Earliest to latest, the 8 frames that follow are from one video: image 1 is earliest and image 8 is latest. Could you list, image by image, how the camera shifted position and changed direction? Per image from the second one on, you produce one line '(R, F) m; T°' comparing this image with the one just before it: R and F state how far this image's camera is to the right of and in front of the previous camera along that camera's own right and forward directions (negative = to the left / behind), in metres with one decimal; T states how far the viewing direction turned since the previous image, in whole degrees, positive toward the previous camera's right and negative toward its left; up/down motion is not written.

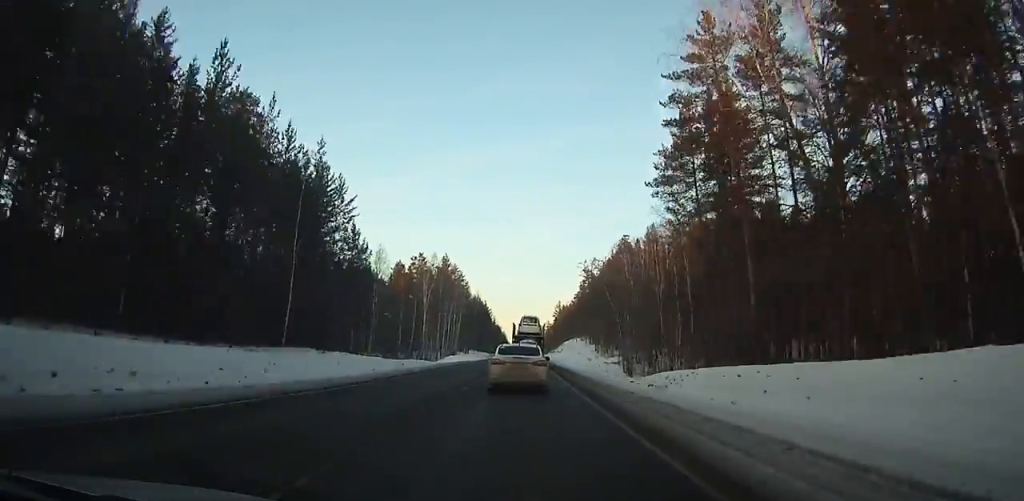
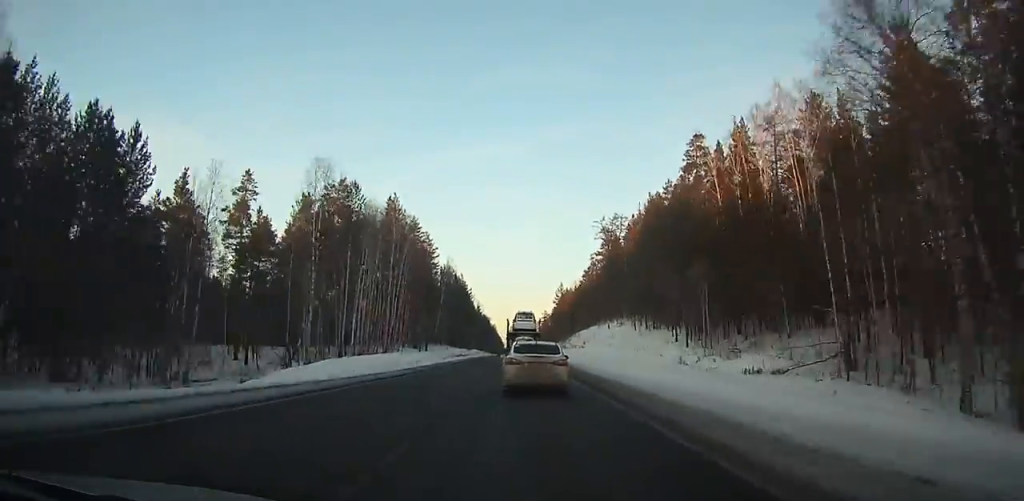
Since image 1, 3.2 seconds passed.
(0.0, +56.7) m; 0°
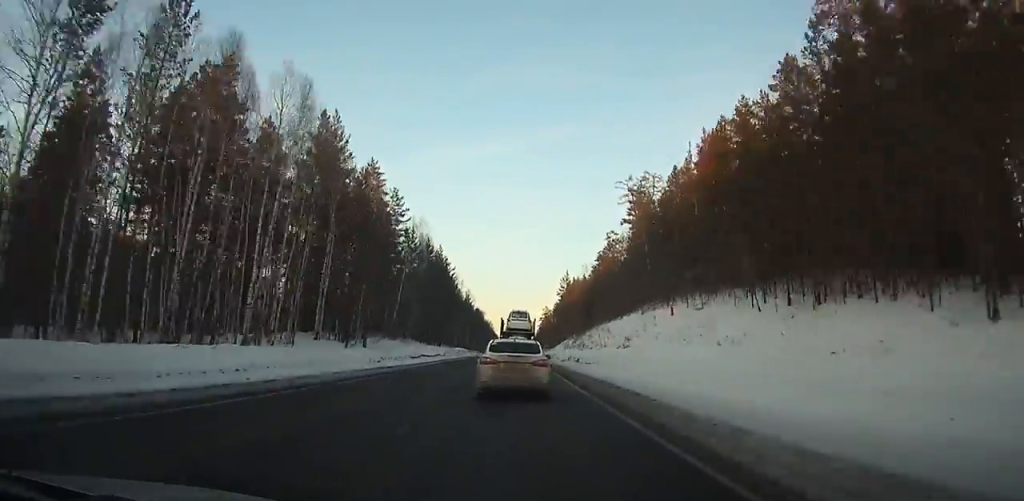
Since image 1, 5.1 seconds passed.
(0.0, +34.2) m; 0°
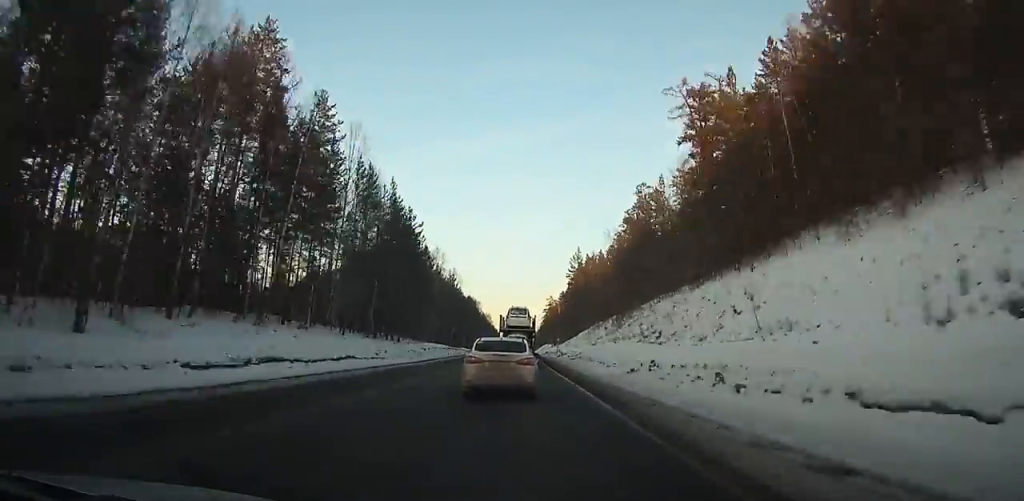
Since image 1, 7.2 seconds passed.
(0.0, +37.9) m; 0°
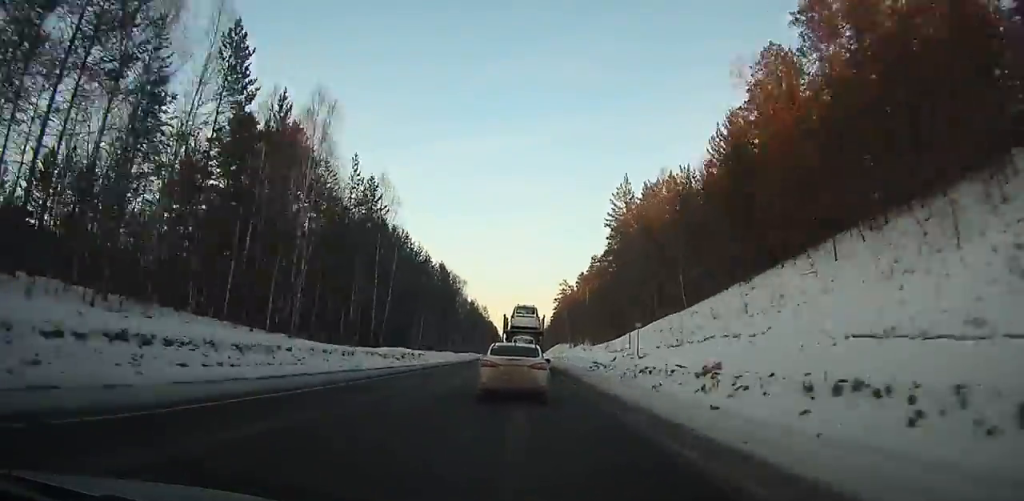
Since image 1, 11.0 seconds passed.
(+0.1, +68.5) m; +1°
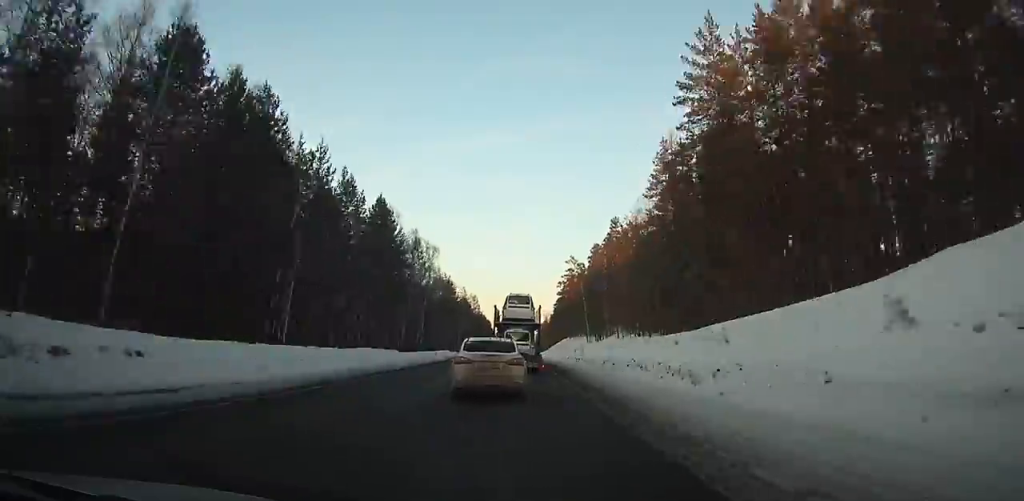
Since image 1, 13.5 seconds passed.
(+0.8, +44.5) m; +2°
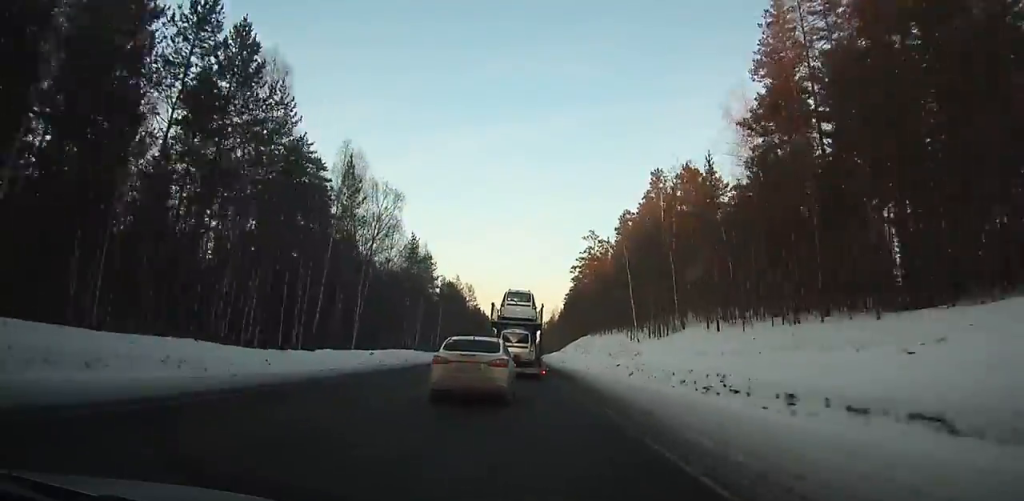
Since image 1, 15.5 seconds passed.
(+0.8, +35.4) m; +1°
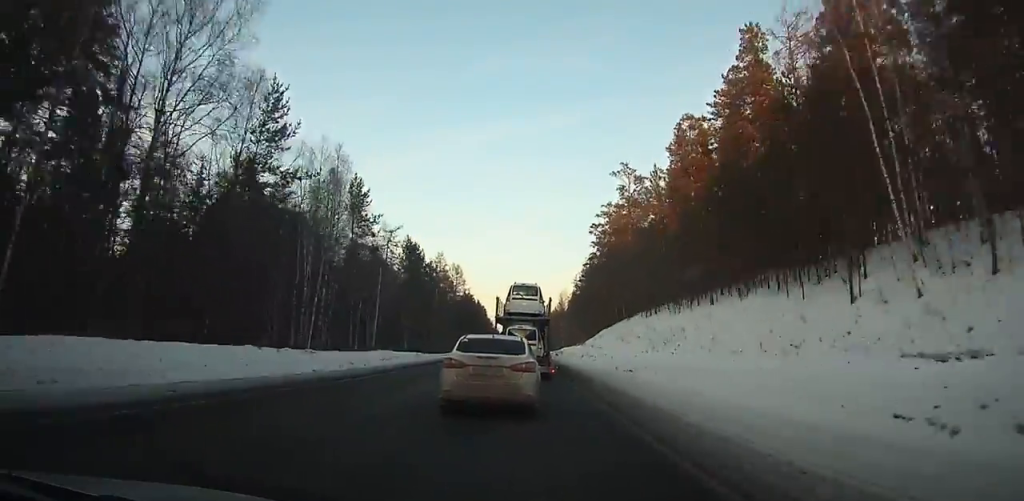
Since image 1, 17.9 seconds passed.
(+0.2, +42.6) m; -5°
